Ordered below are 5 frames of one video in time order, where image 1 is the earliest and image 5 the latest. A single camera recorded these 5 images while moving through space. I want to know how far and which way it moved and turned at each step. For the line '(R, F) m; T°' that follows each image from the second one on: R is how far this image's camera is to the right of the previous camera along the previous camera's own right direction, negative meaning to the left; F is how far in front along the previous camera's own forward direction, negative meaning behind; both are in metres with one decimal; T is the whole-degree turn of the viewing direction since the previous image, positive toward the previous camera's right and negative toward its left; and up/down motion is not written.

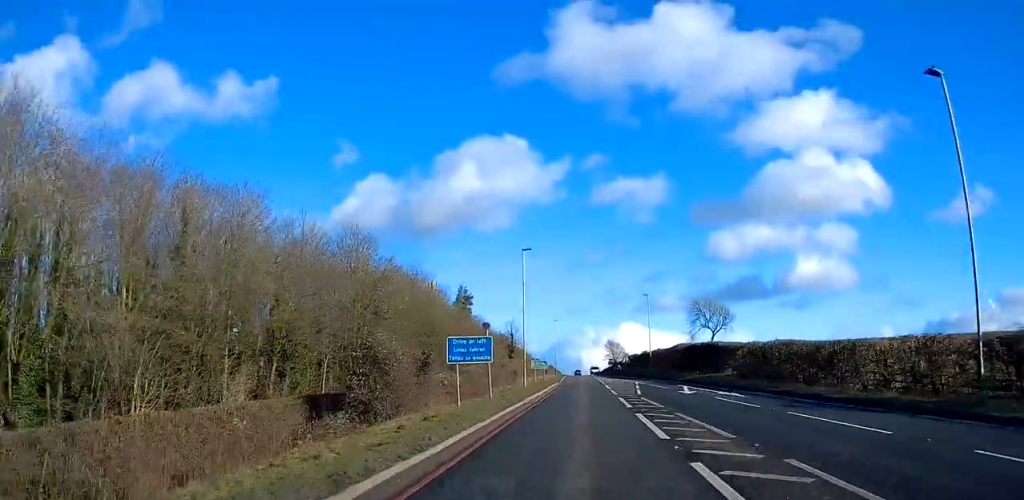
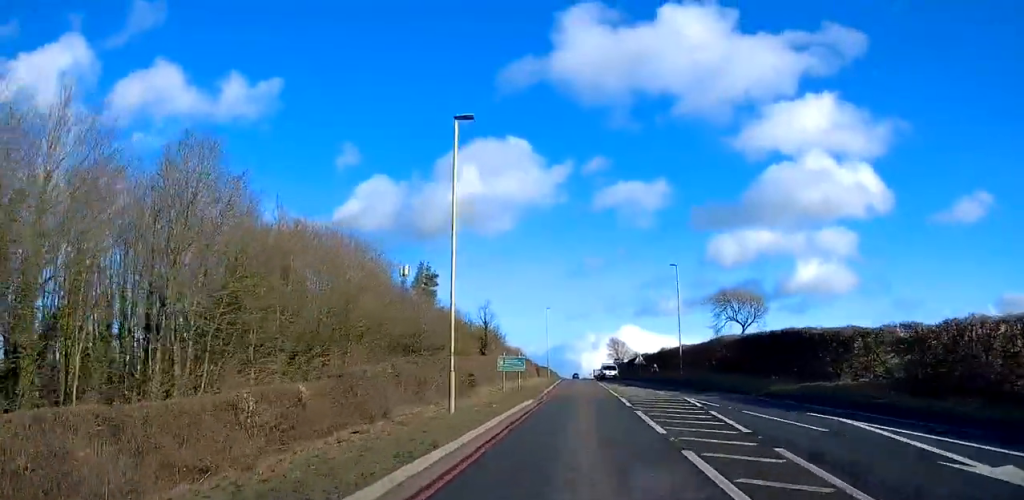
(0.0, +26.4) m; +2°
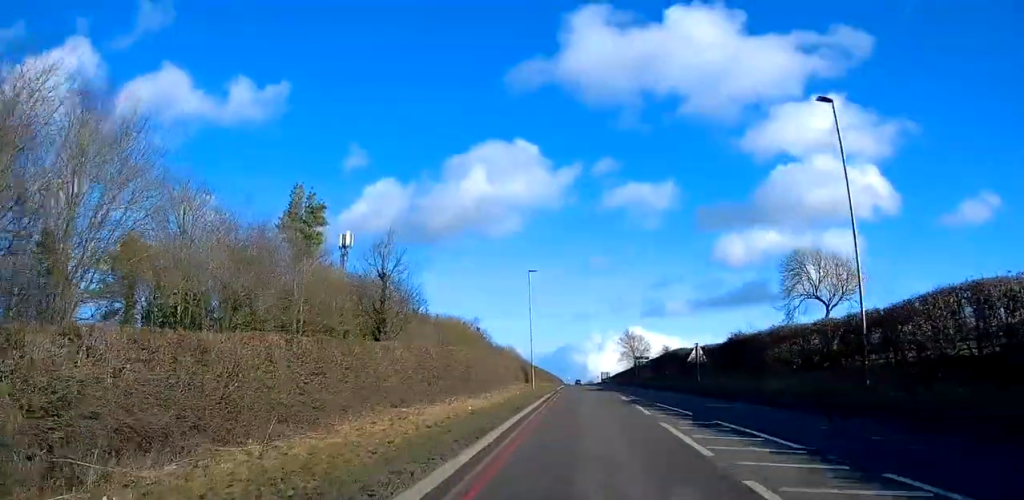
(0.0, +37.8) m; -1°
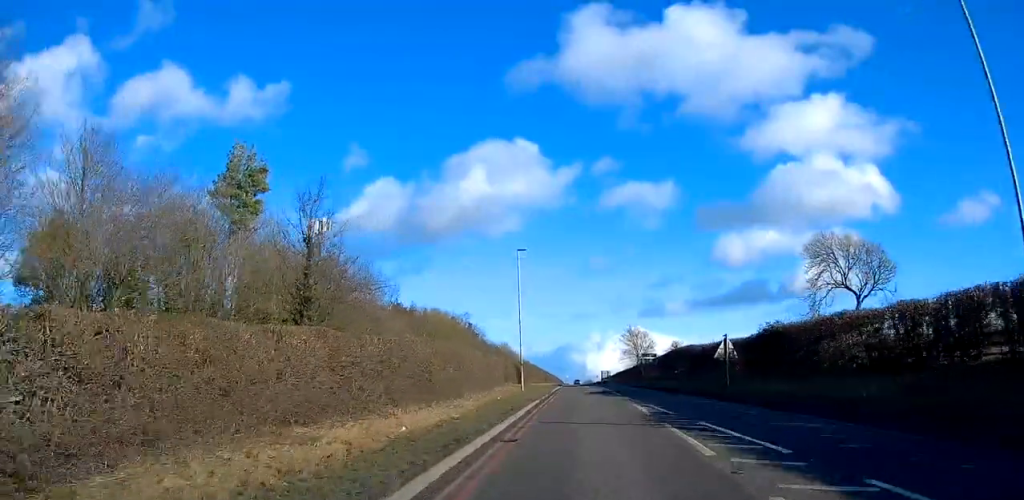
(0.0, +9.3) m; 0°
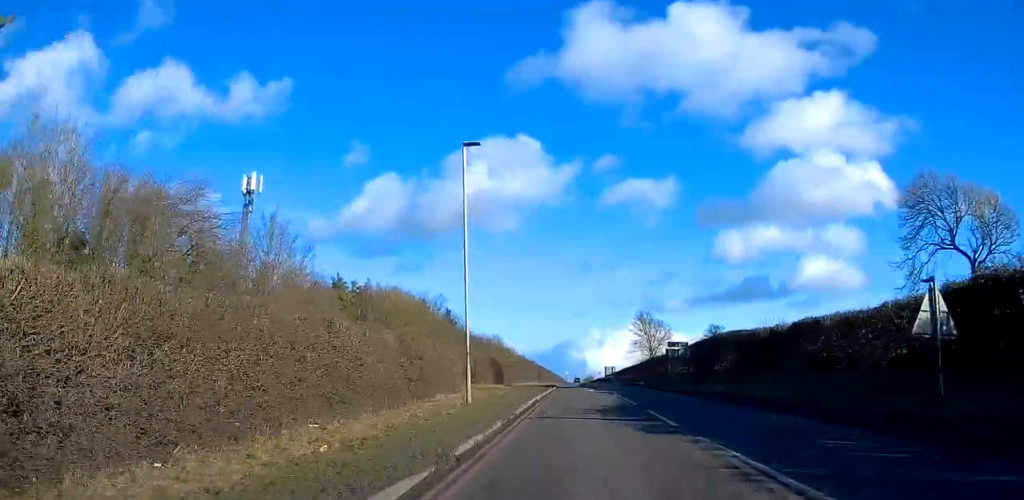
(0.0, +21.8) m; 0°
